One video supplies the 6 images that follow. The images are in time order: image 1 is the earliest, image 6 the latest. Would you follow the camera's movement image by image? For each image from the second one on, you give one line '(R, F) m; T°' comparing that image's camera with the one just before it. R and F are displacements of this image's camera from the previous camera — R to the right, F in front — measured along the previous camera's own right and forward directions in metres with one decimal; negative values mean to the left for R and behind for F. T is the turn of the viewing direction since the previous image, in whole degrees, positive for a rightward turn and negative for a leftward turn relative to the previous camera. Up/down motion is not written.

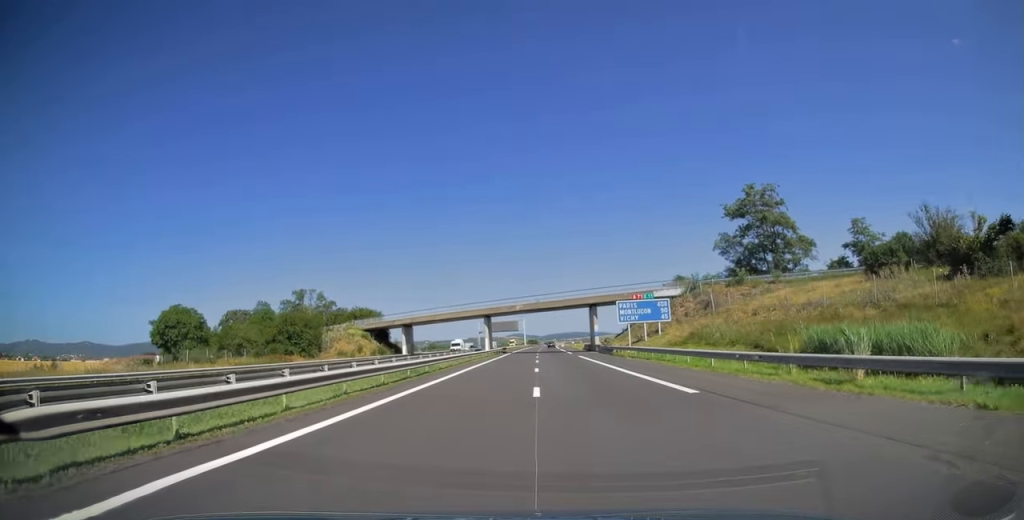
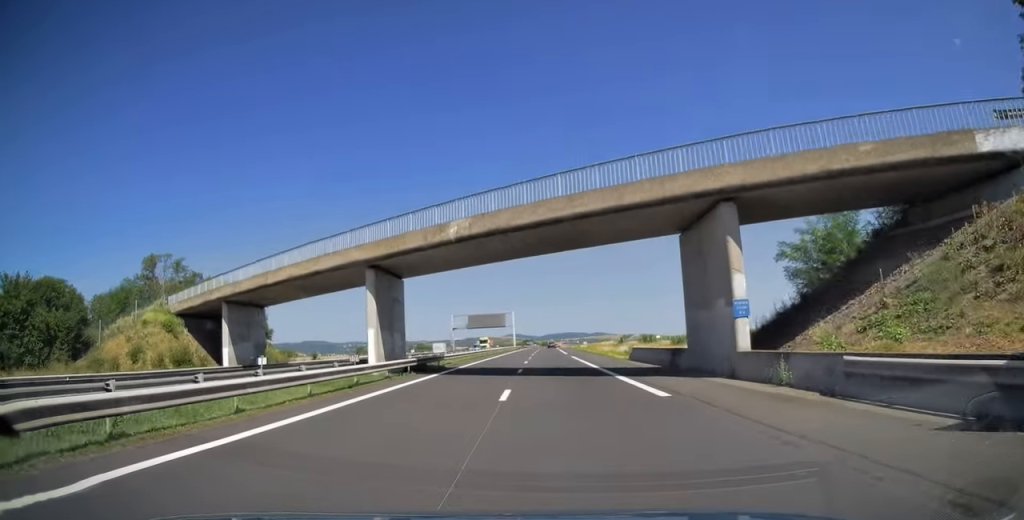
(+0.2, +52.6) m; 0°
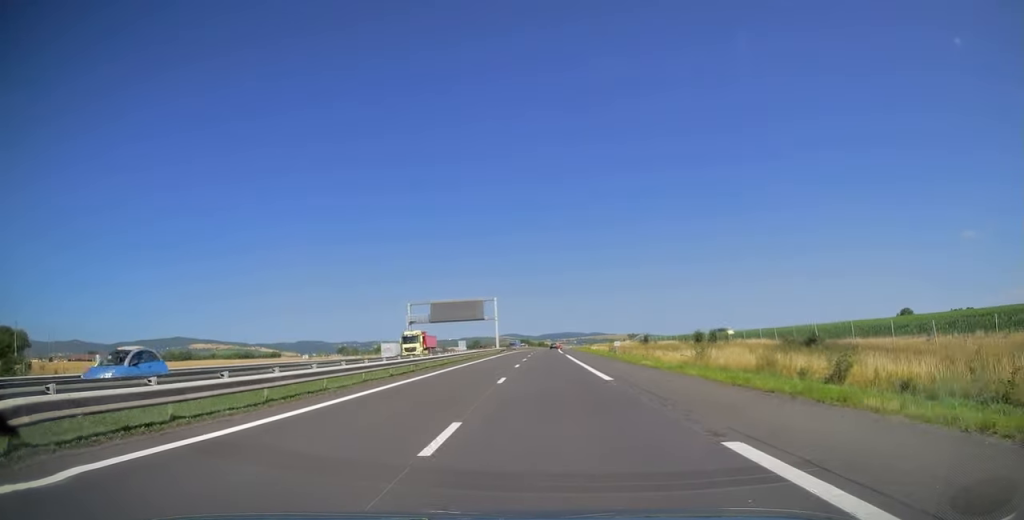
(+0.1, +45.7) m; 0°
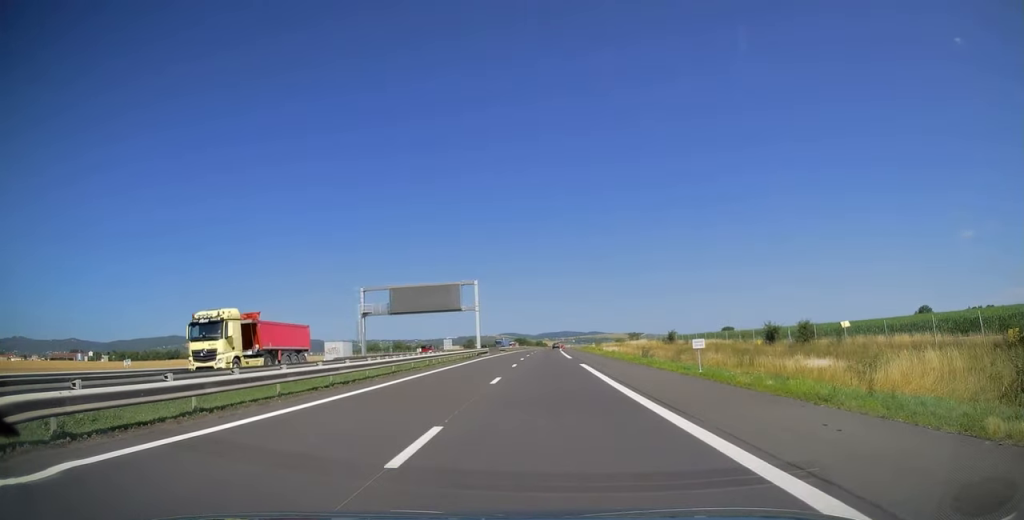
(0.0, +26.8) m; 0°
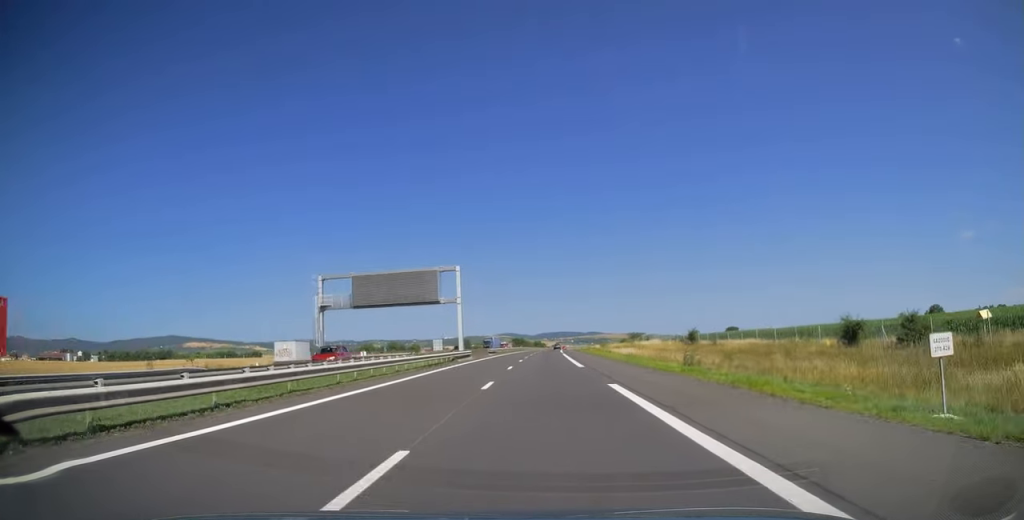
(0.0, +15.0) m; 0°
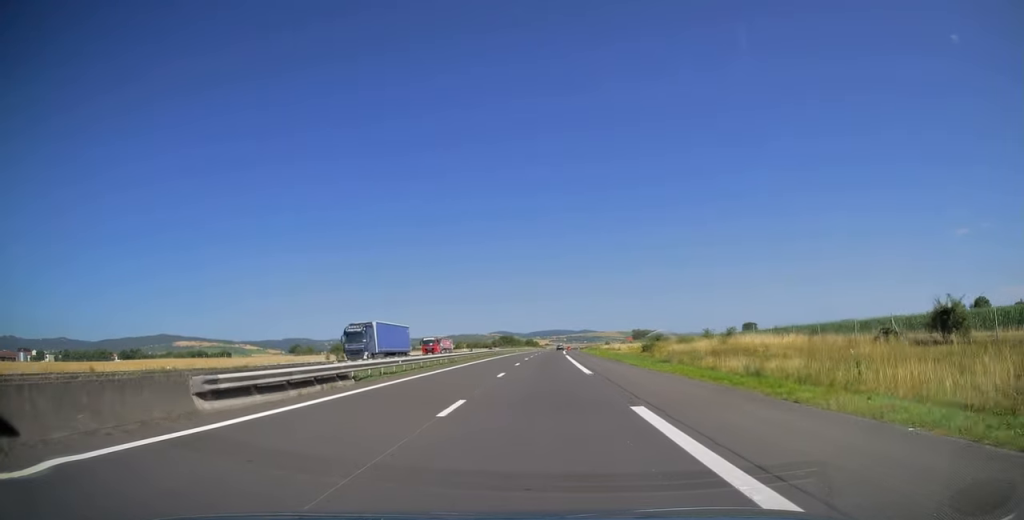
(+0.2, +58.0) m; +1°
